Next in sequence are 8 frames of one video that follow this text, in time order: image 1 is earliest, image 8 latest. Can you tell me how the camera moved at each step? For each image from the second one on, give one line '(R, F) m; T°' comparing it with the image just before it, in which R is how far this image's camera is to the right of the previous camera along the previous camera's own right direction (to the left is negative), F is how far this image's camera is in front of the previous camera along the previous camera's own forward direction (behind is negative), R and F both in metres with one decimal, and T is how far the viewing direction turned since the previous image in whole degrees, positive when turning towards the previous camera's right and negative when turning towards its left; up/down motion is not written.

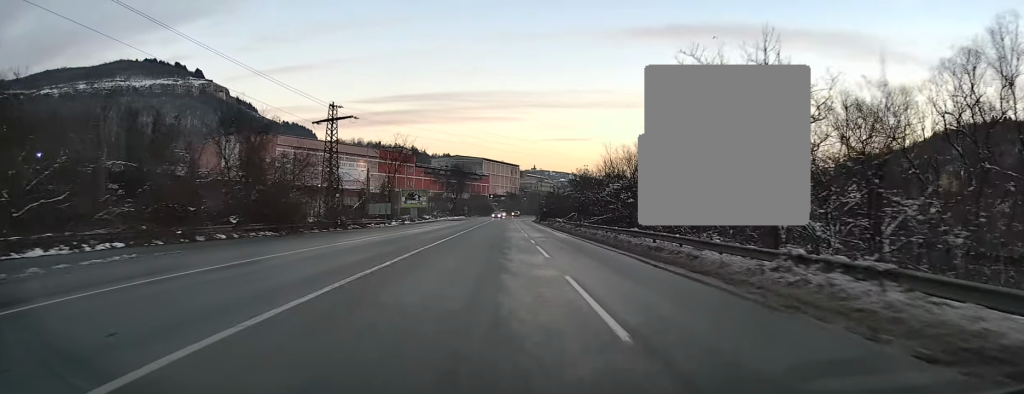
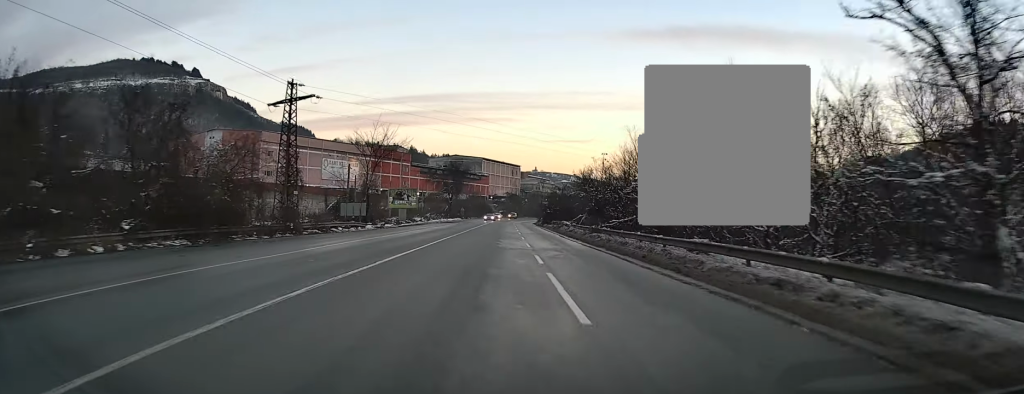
(0.0, +10.8) m; 0°
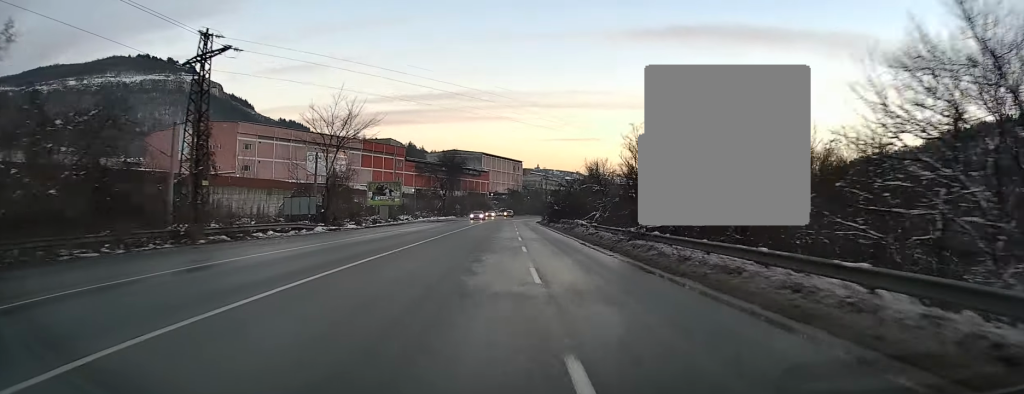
(+0.1, +13.9) m; 0°
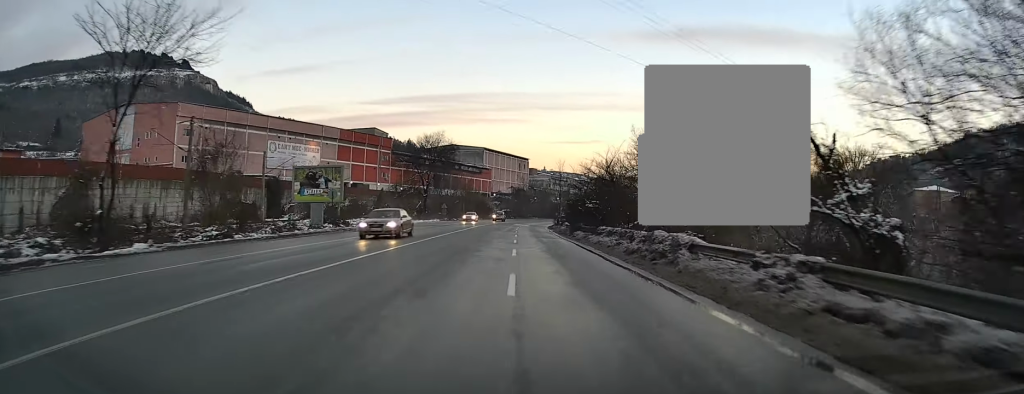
(-0.2, +28.4) m; -1°
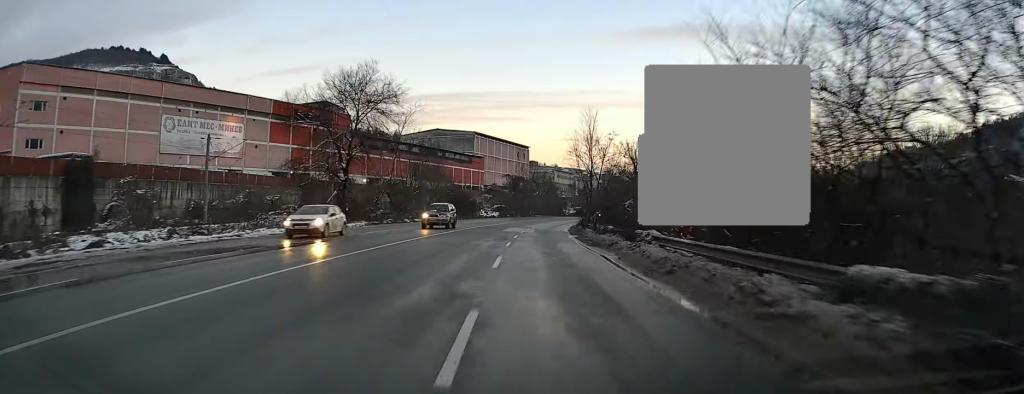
(0.0, +40.4) m; 0°
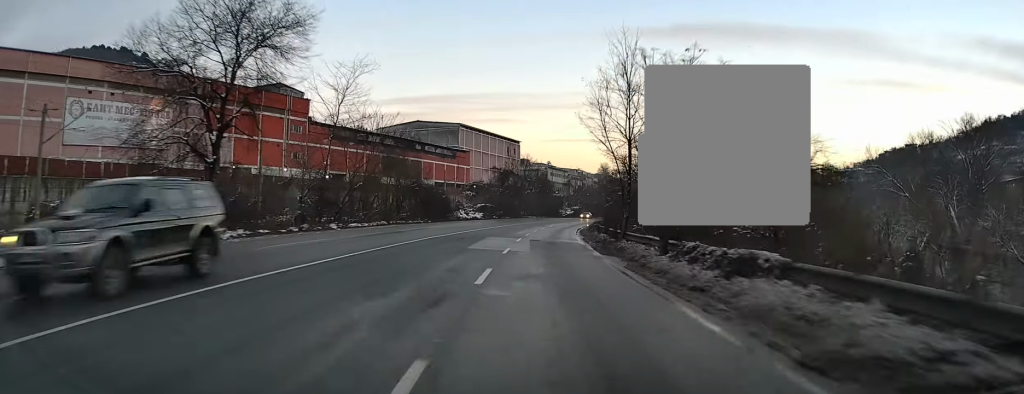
(+0.1, +20.5) m; +1°
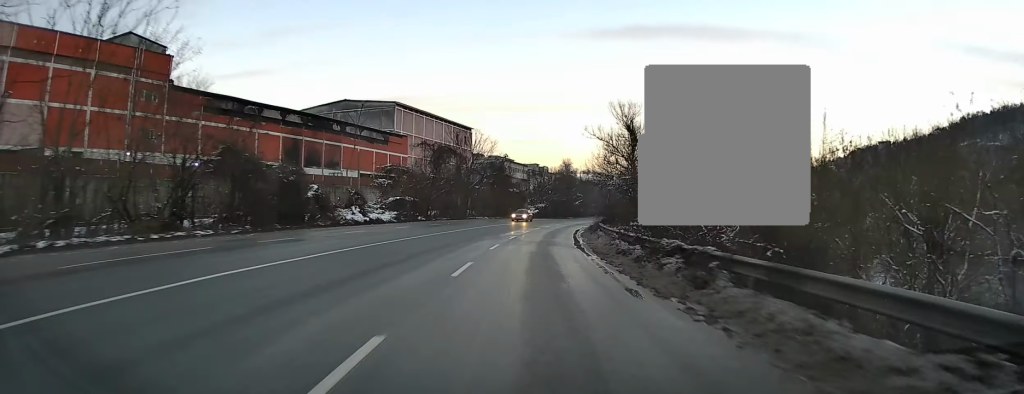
(+1.1, +34.8) m; +4°
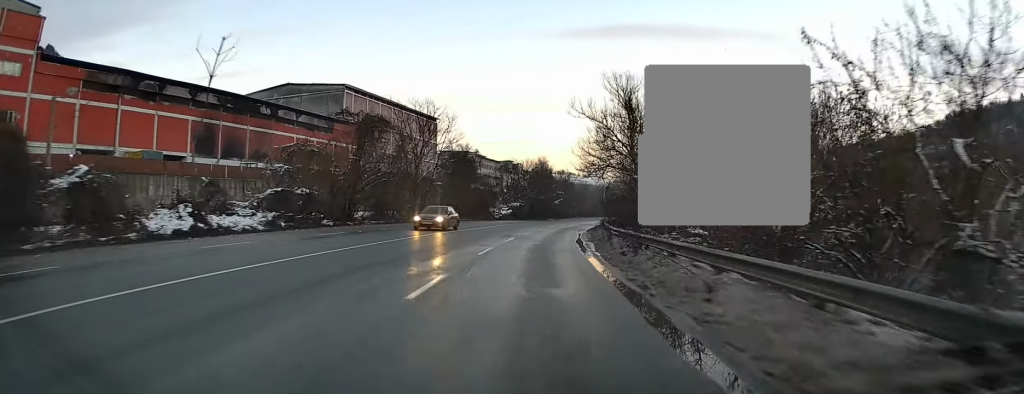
(+0.4, +21.2) m; +2°
